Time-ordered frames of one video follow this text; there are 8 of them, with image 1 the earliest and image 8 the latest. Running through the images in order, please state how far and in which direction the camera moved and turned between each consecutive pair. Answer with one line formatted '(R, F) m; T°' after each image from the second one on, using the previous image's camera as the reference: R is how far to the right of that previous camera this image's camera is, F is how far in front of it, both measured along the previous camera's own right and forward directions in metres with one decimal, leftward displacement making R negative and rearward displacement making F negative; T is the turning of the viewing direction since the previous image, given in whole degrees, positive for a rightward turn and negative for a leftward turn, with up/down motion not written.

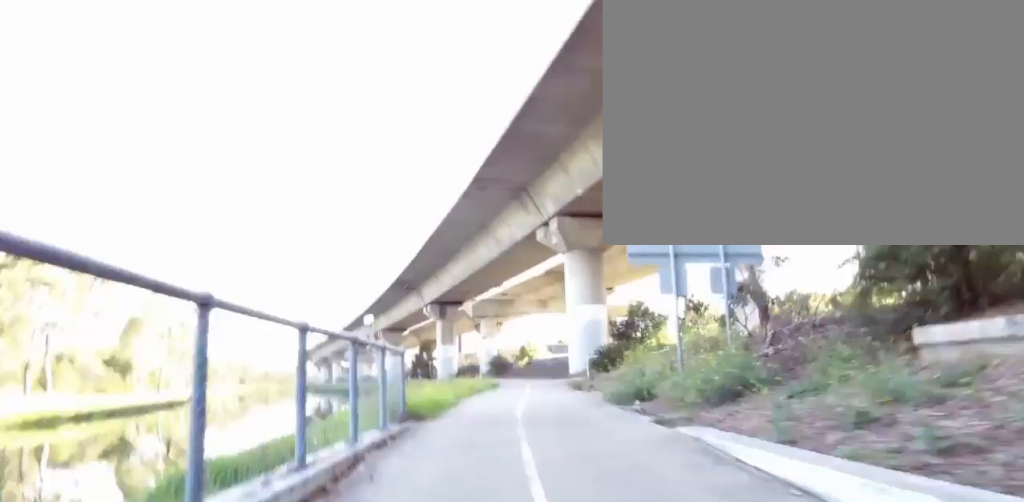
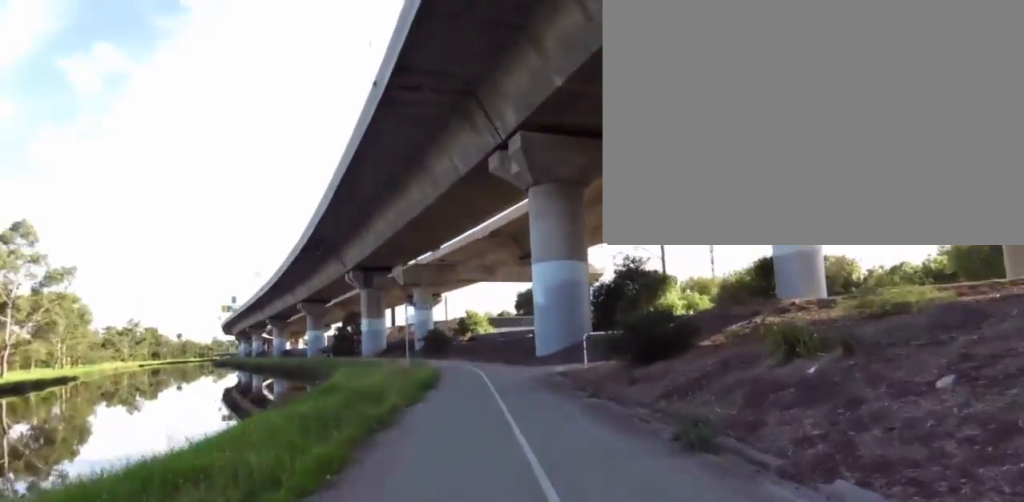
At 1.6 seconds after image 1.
(+1.3, +13.2) m; +14°
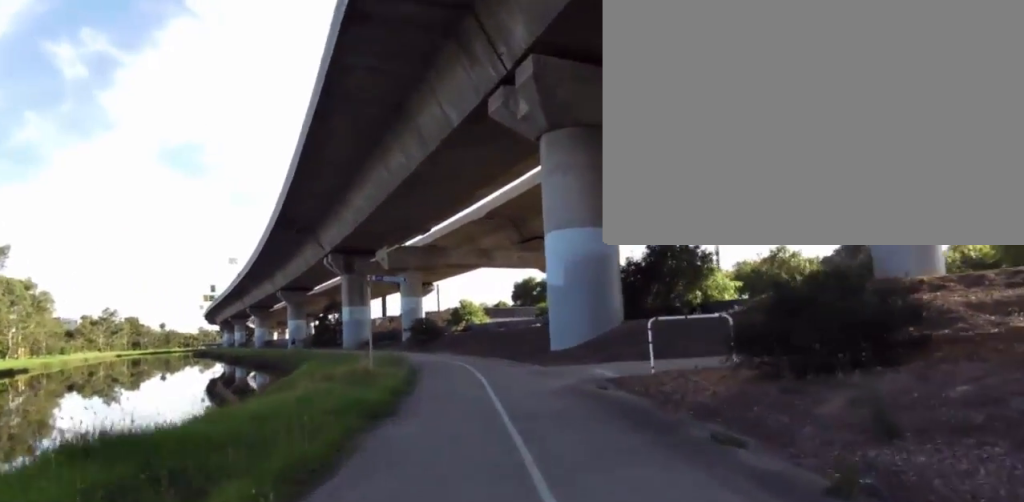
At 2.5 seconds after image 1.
(+0.4, +7.1) m; -5°
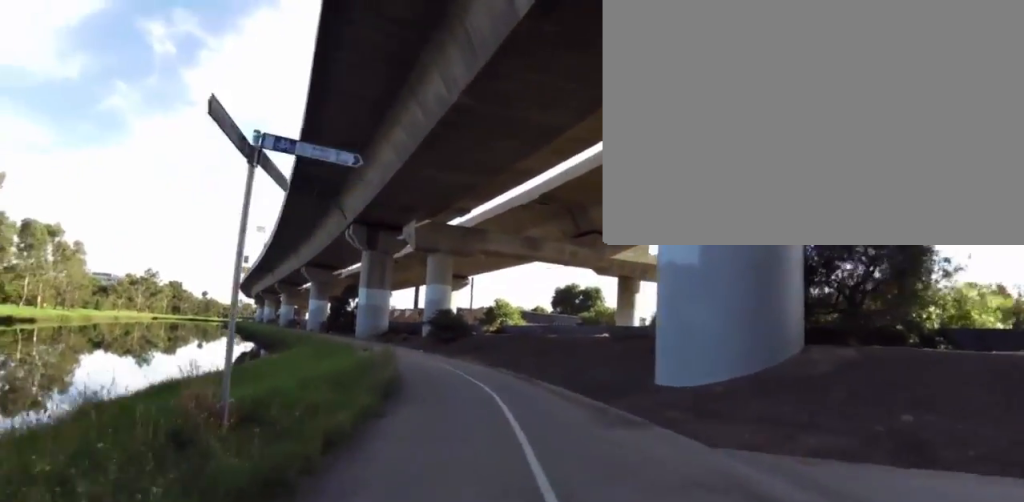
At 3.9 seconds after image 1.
(-1.5, +9.6) m; -12°
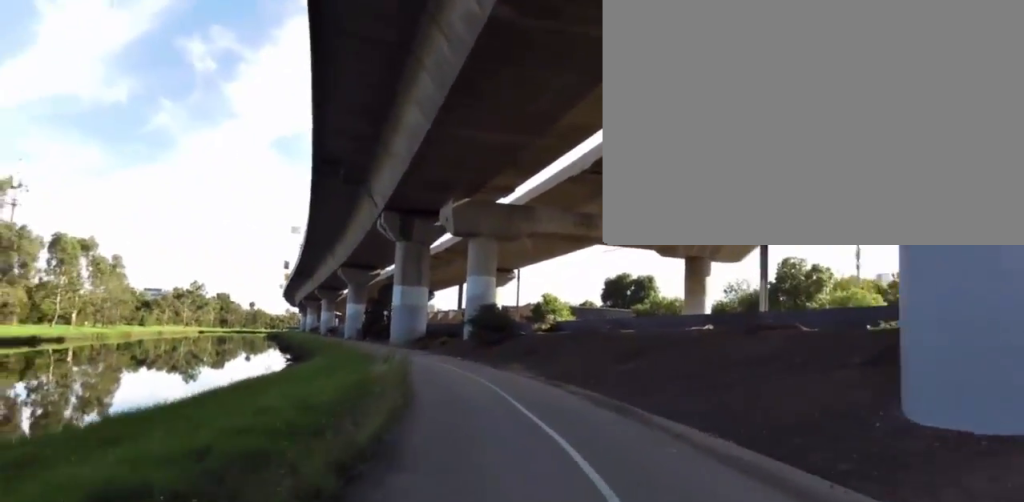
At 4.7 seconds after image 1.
(0.0, +6.3) m; -1°
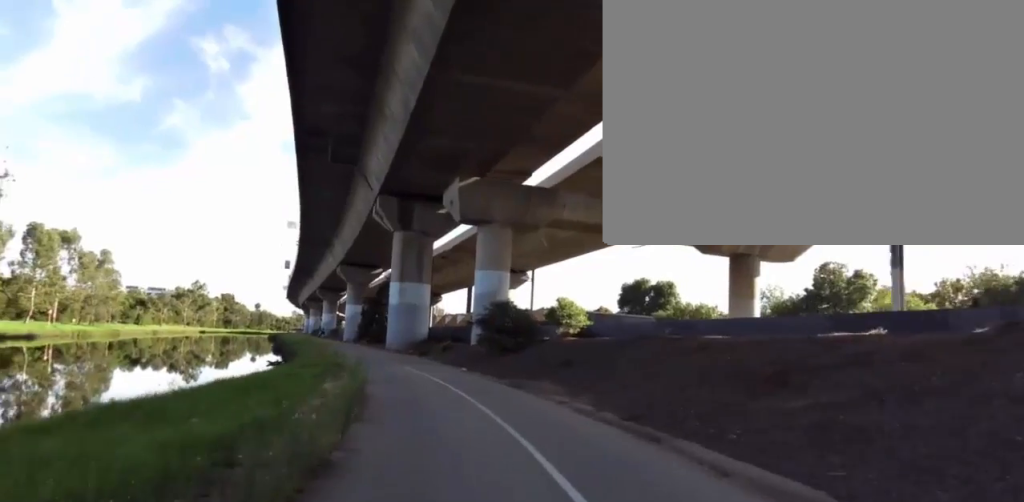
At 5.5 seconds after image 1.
(-0.1, +6.8) m; -6°
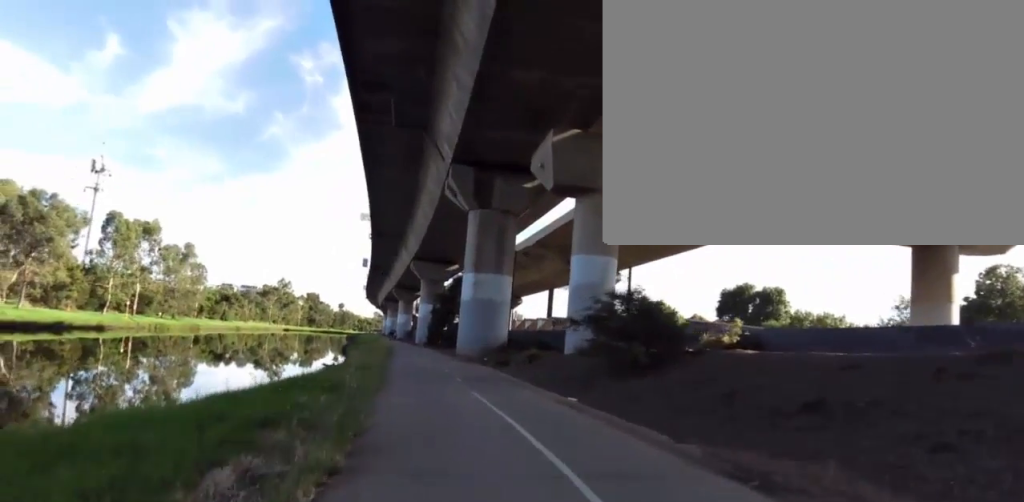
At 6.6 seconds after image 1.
(-0.9, +8.9) m; 0°
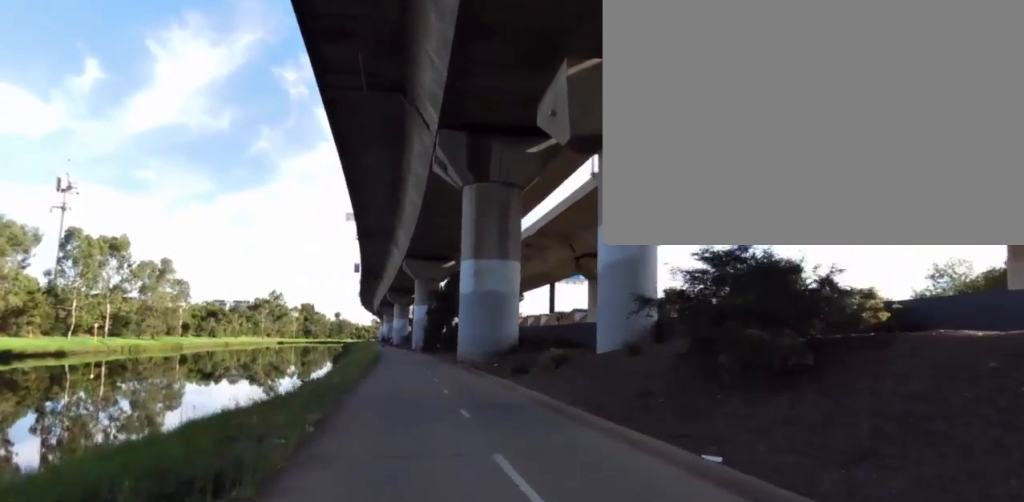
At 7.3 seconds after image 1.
(+0.6, +6.2) m; -1°
